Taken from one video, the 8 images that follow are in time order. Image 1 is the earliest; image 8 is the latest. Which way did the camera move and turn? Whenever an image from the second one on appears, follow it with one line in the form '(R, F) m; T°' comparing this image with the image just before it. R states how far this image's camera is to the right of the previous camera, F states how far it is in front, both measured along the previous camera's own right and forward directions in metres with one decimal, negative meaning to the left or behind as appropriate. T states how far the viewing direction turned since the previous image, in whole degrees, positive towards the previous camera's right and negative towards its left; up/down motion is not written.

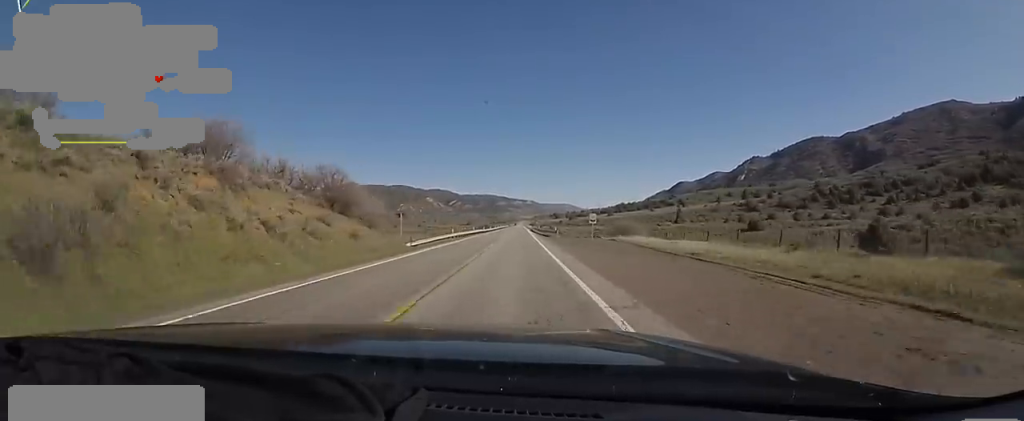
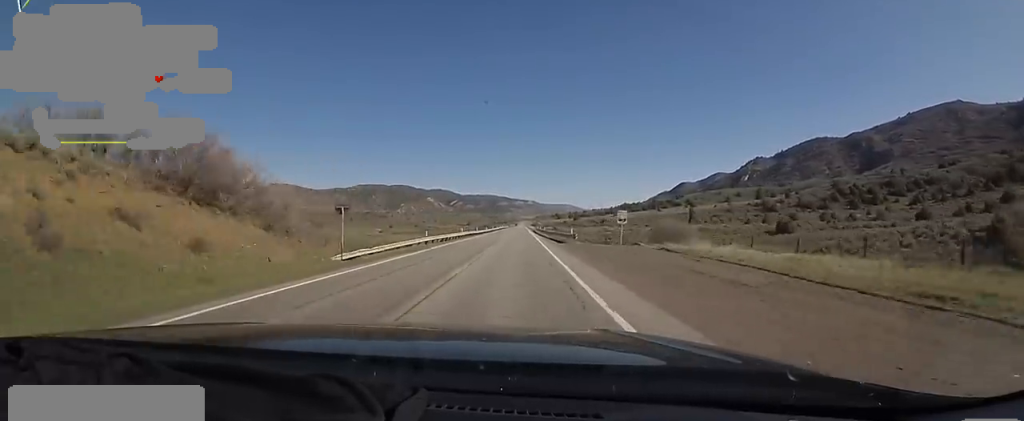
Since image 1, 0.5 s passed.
(-0.1, +16.6) m; +1°
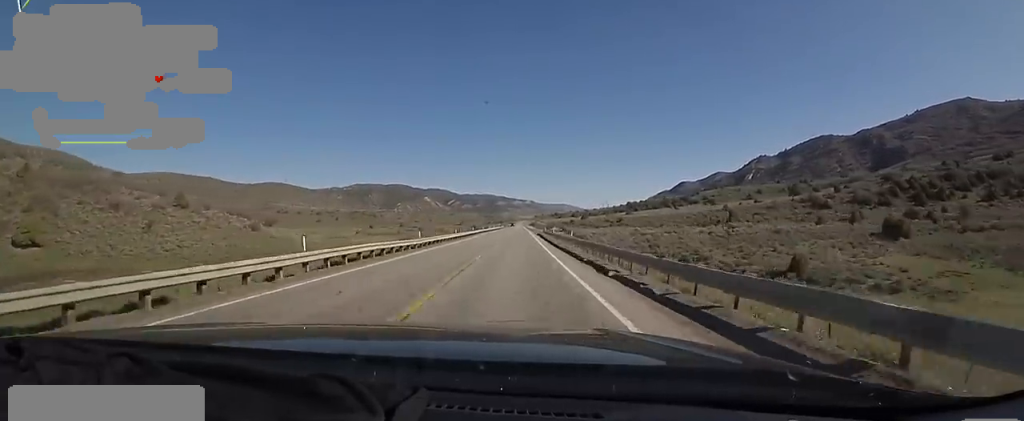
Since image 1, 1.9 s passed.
(+0.5, +43.5) m; 0°
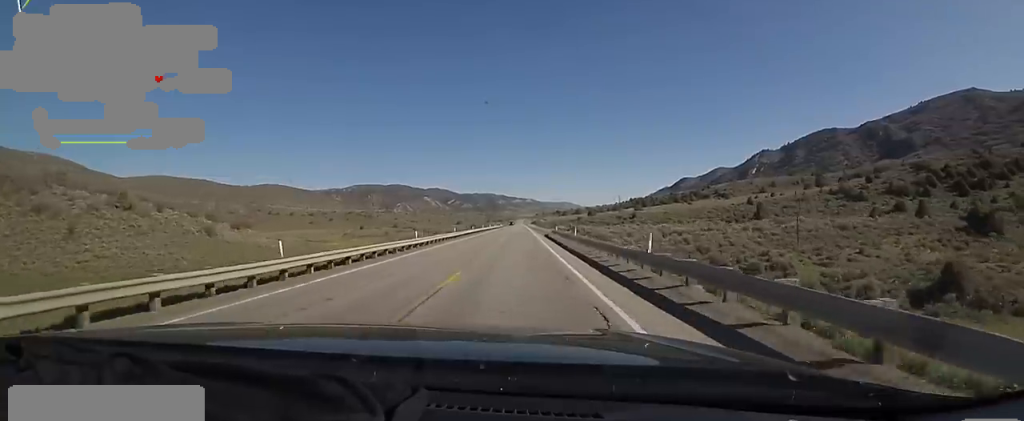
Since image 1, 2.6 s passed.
(-0.3, +20.9) m; -1°
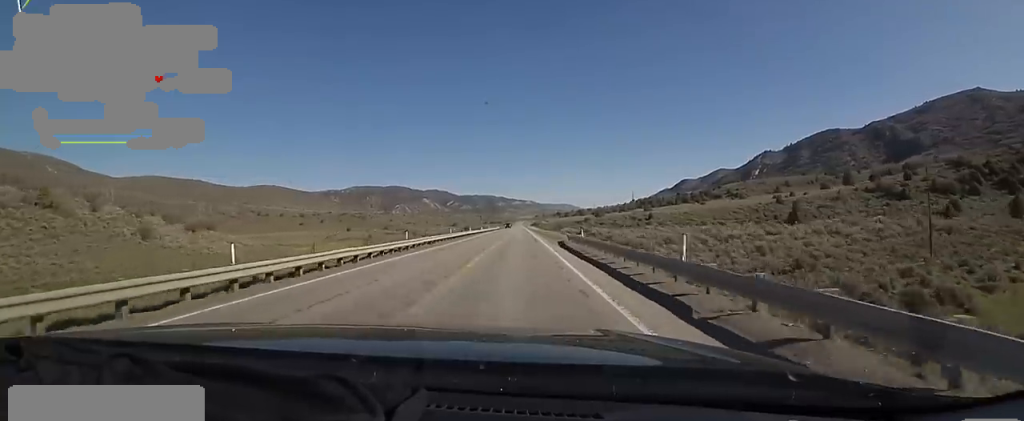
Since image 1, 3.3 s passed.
(0.0, +21.9) m; -1°
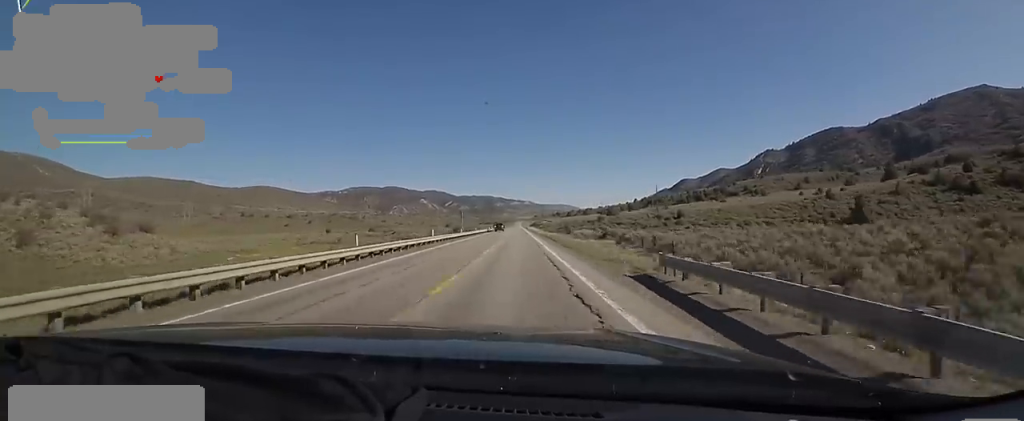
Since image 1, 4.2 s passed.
(-0.2, +28.1) m; 0°
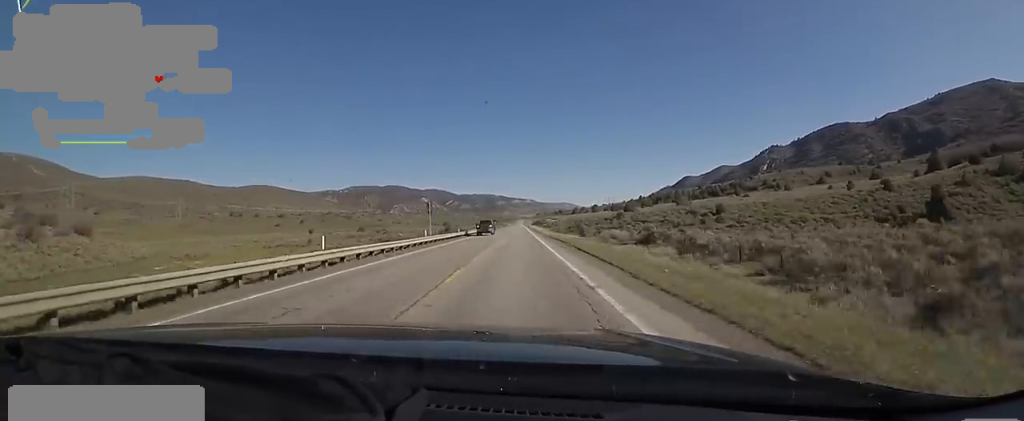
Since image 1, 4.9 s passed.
(0.0, +22.9) m; 0°
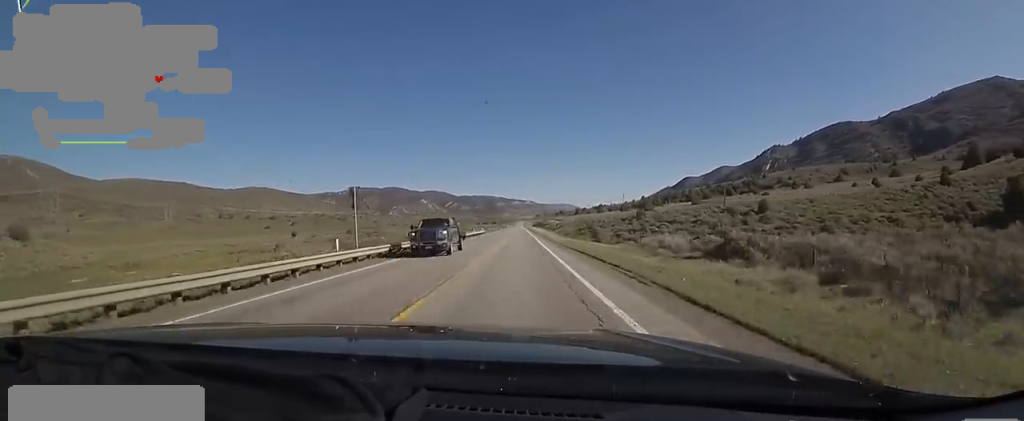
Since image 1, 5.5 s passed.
(+0.2, +17.8) m; +1°
